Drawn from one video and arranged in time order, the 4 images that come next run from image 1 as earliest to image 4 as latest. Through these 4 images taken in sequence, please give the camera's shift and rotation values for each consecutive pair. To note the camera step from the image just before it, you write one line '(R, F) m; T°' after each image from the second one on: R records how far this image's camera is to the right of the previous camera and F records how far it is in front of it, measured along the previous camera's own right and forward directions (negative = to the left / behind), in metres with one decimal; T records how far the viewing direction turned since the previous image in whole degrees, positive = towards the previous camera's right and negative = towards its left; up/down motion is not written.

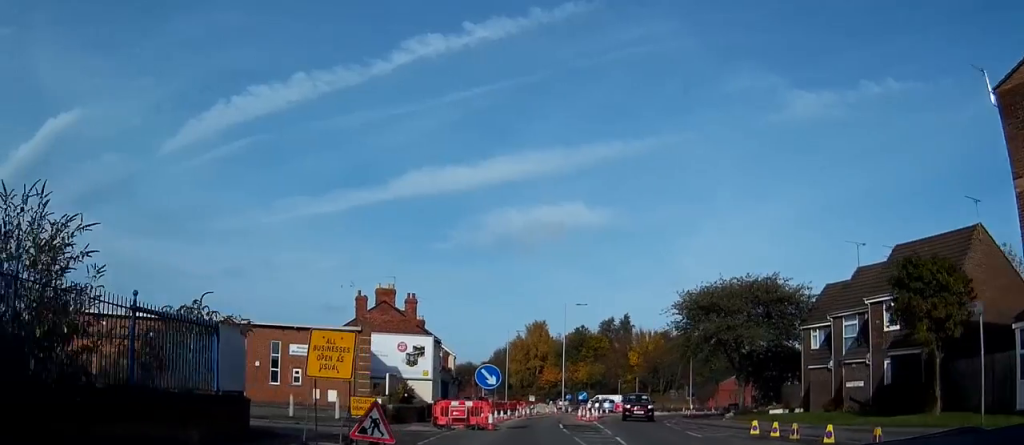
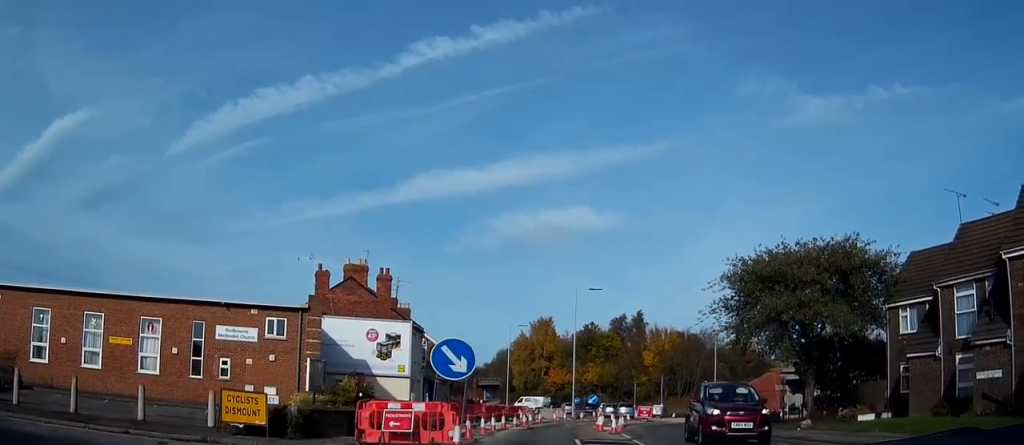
(-0.1, +11.3) m; -1°
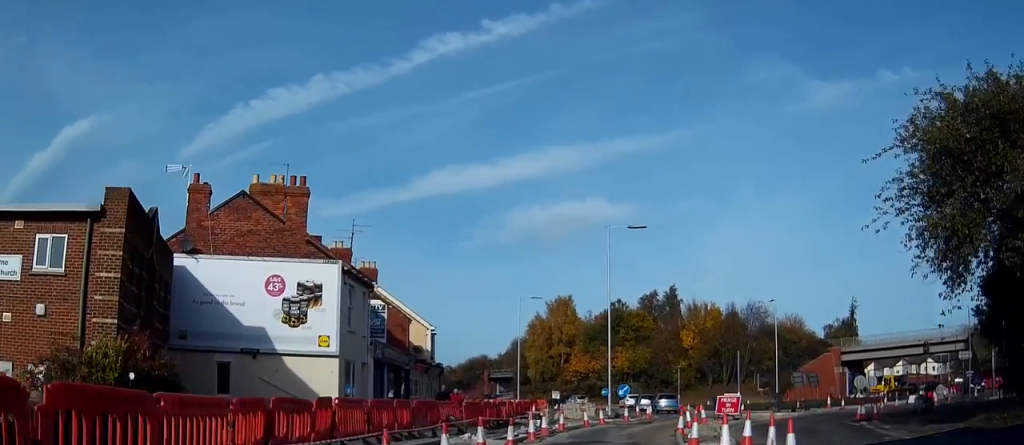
(+0.3, +18.3) m; +2°
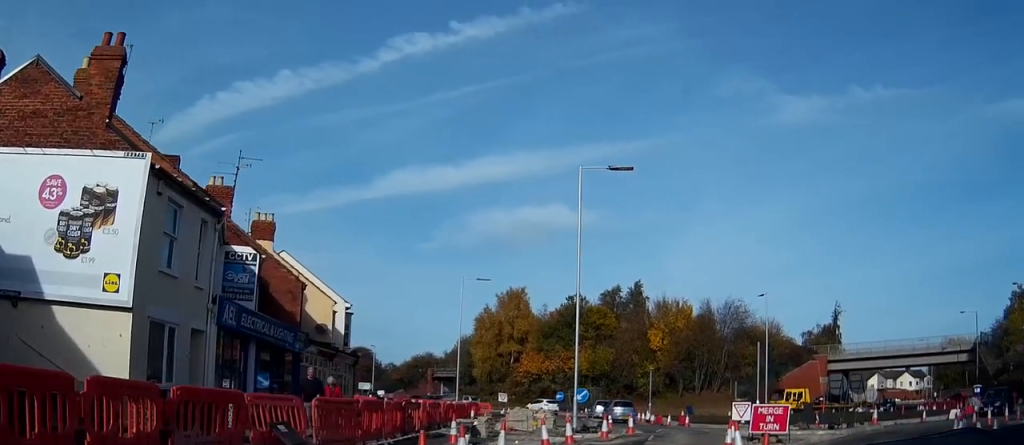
(+0.5, +11.3) m; +6°
